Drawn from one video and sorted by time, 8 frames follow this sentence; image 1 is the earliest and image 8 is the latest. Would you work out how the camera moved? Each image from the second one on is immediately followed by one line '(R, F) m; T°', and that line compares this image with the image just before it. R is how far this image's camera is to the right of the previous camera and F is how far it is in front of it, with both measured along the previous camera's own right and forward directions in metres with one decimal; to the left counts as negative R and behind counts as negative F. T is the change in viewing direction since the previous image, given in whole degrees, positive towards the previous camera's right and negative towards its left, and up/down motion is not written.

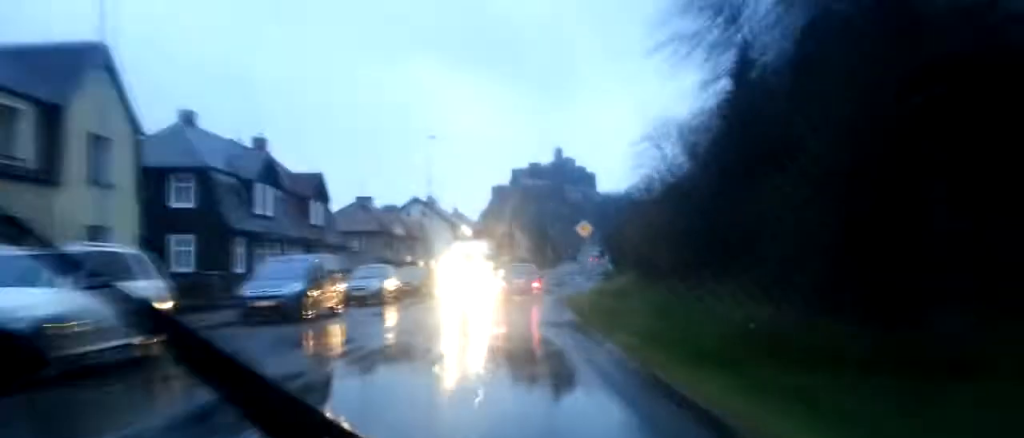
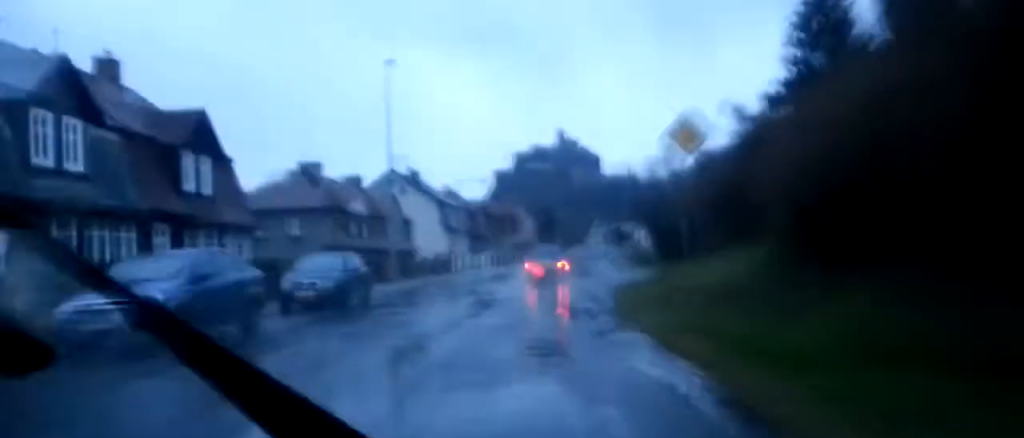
(-0.3, +18.3) m; -2°
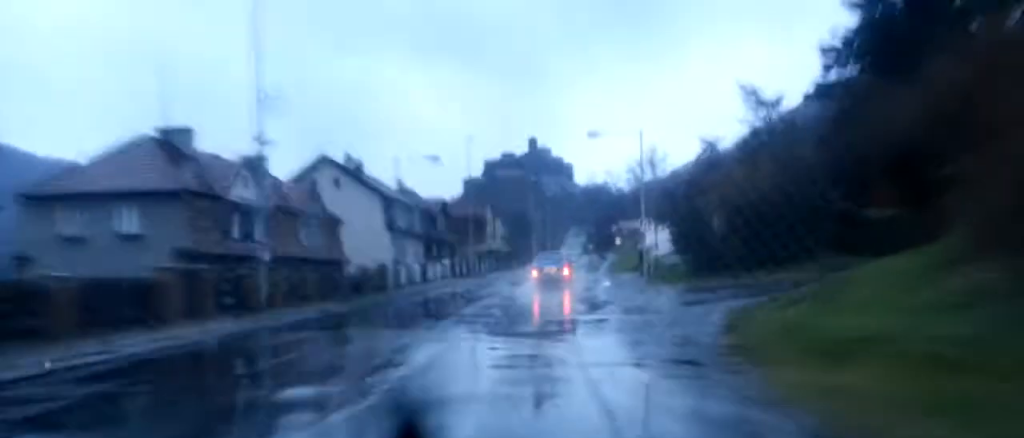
(0.0, +16.2) m; +1°
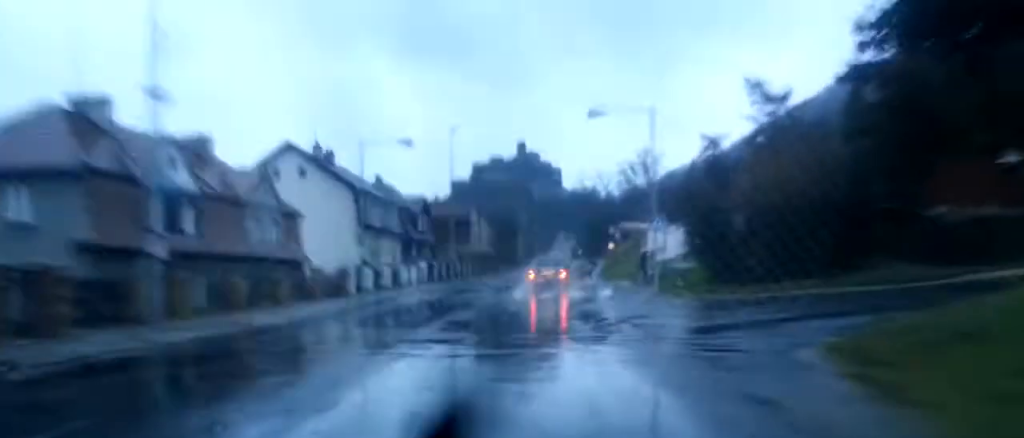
(0.0, +5.7) m; +1°
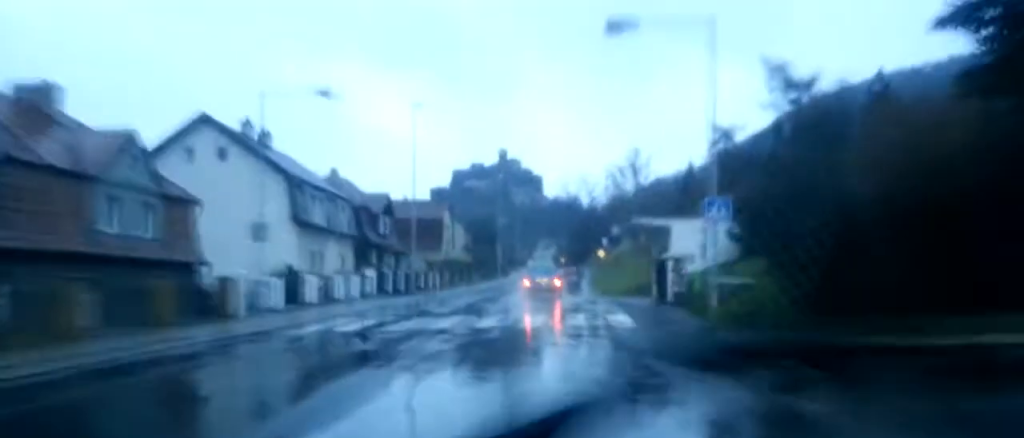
(+0.1, +10.4) m; +2°
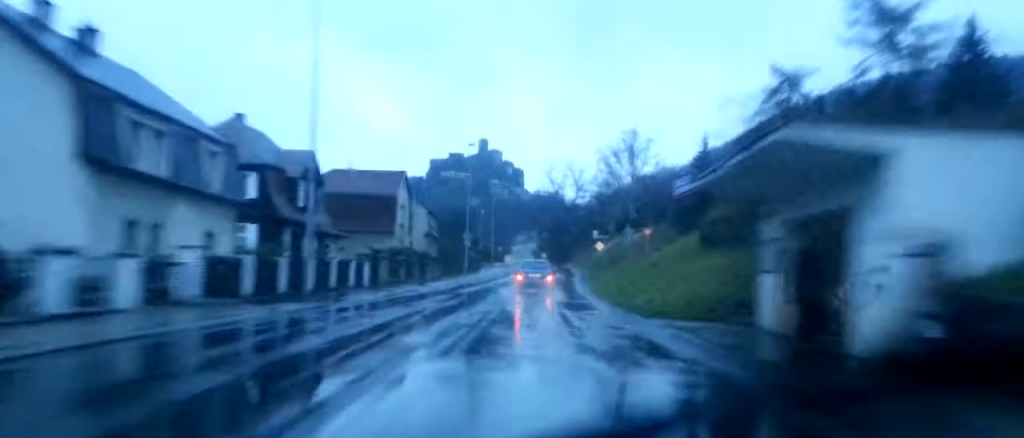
(+0.5, +17.2) m; +2°
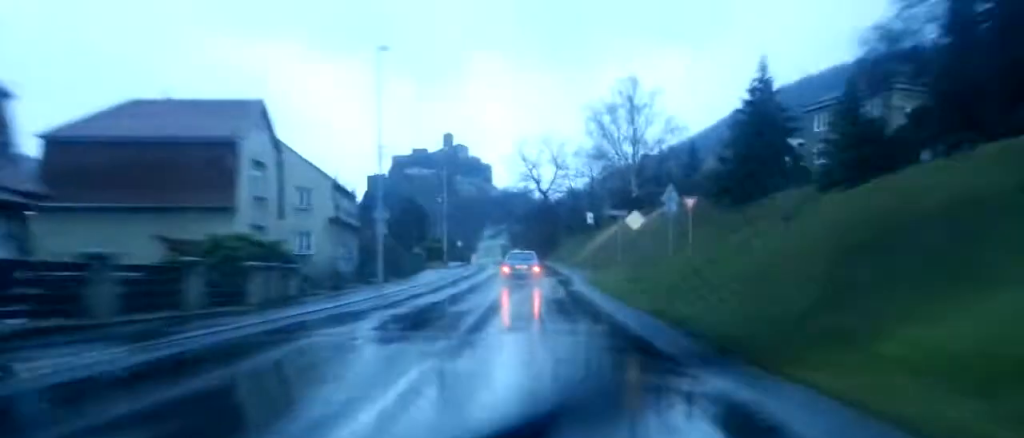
(+0.9, +28.5) m; +3°
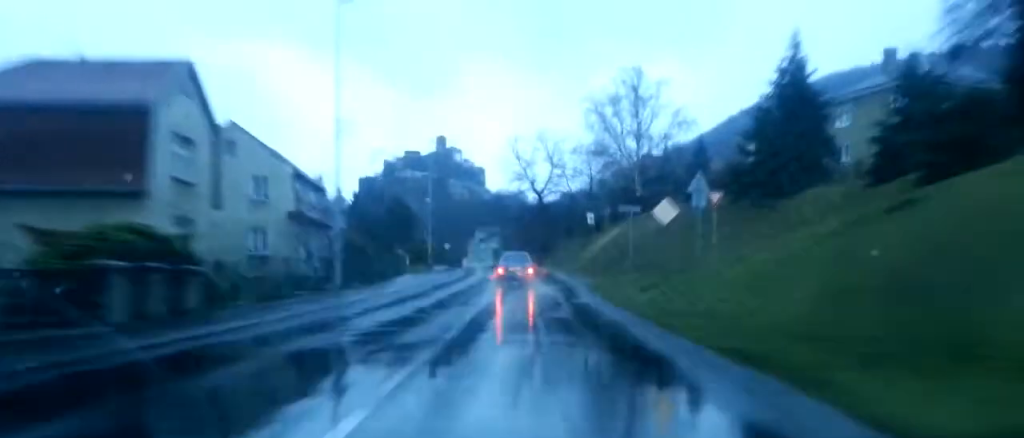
(0.0, +8.1) m; 0°
